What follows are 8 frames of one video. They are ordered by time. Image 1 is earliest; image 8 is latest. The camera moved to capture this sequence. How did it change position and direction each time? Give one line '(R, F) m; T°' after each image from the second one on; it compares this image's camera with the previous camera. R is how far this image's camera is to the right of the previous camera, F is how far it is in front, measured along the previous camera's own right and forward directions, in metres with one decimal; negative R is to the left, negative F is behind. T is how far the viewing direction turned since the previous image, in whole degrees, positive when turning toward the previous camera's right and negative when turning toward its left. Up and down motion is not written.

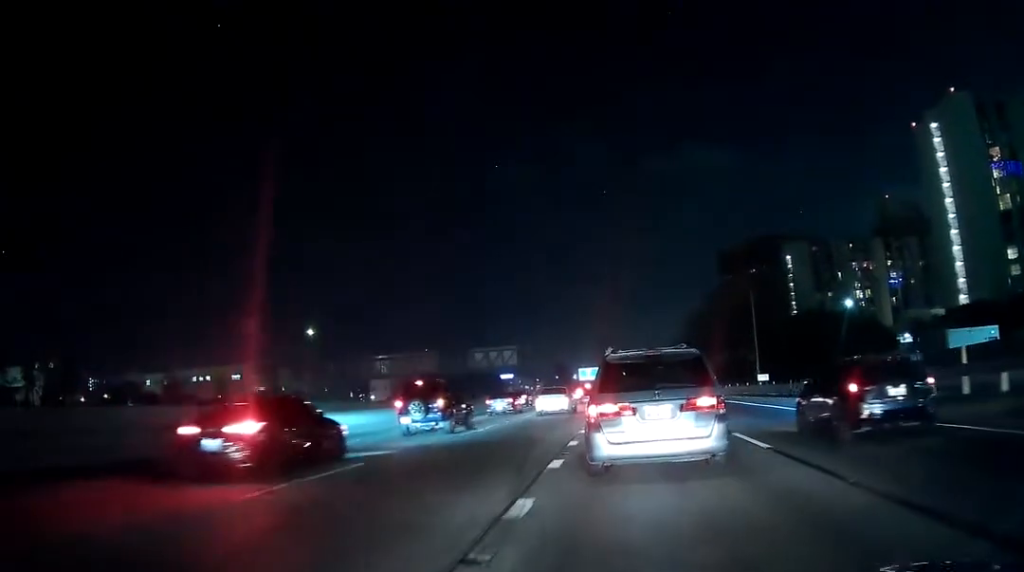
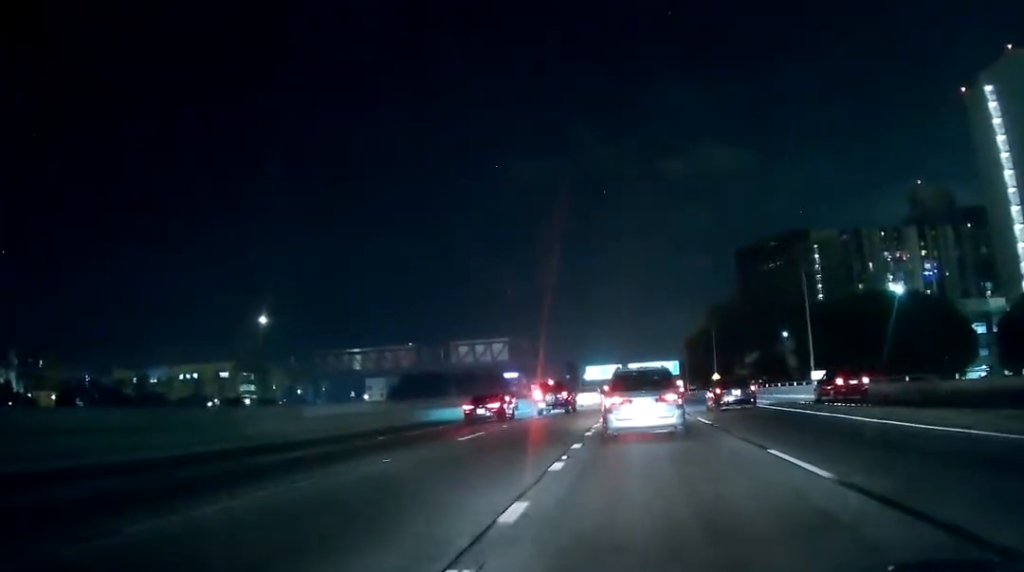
(-0.2, +20.3) m; -2°
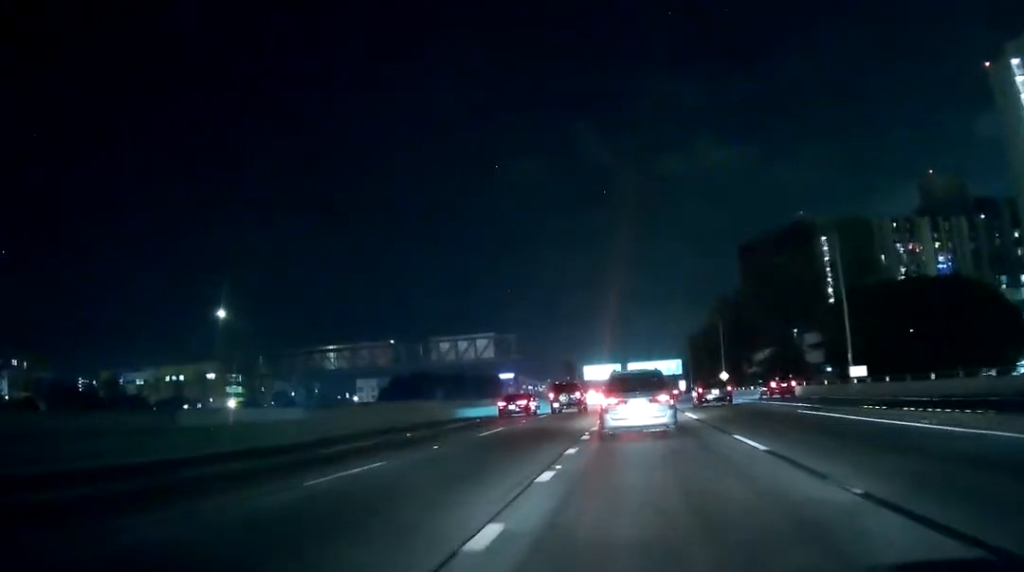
(0.0, +10.6) m; +2°
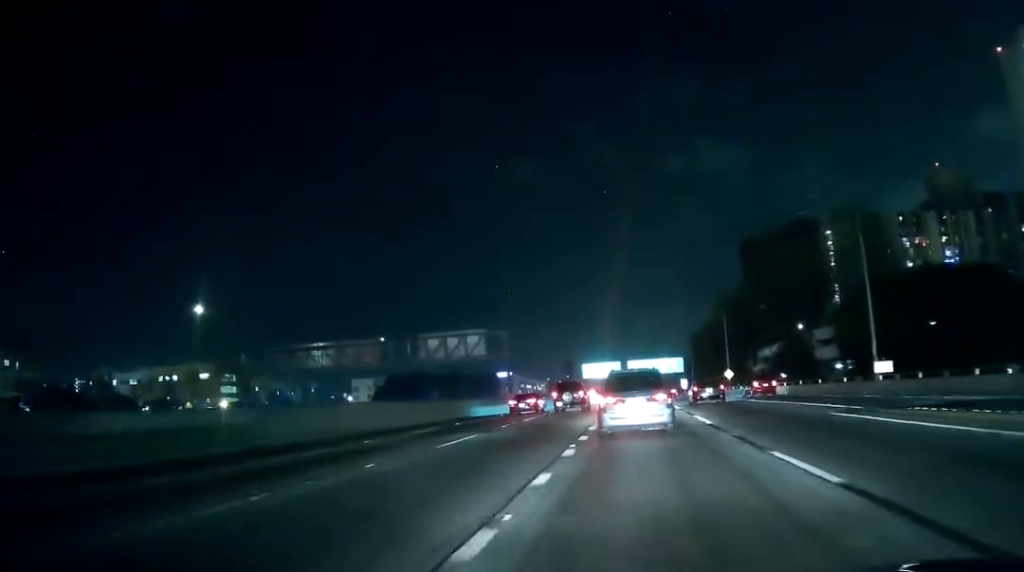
(+0.1, +5.0) m; +1°
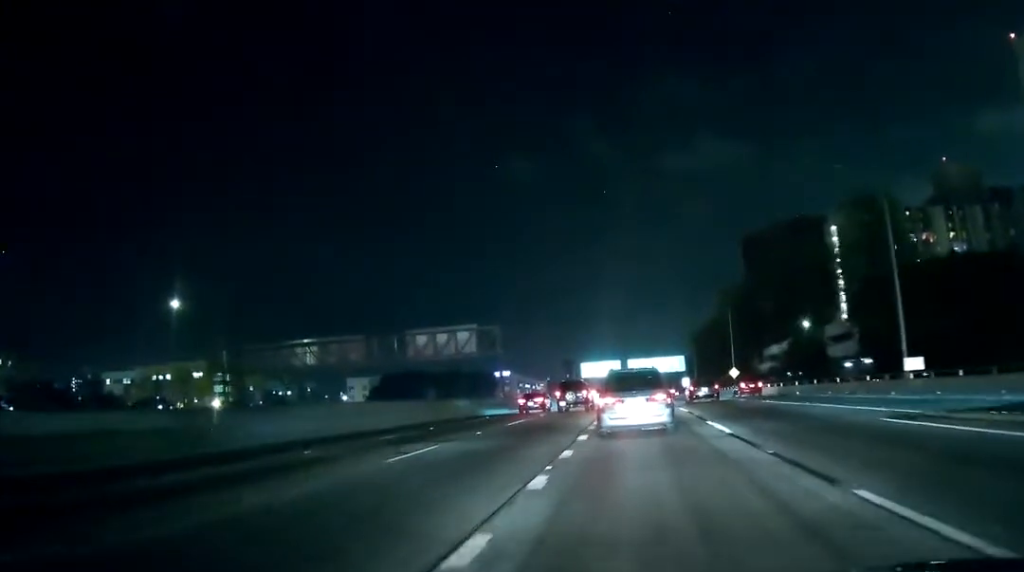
(+0.1, +5.2) m; +1°
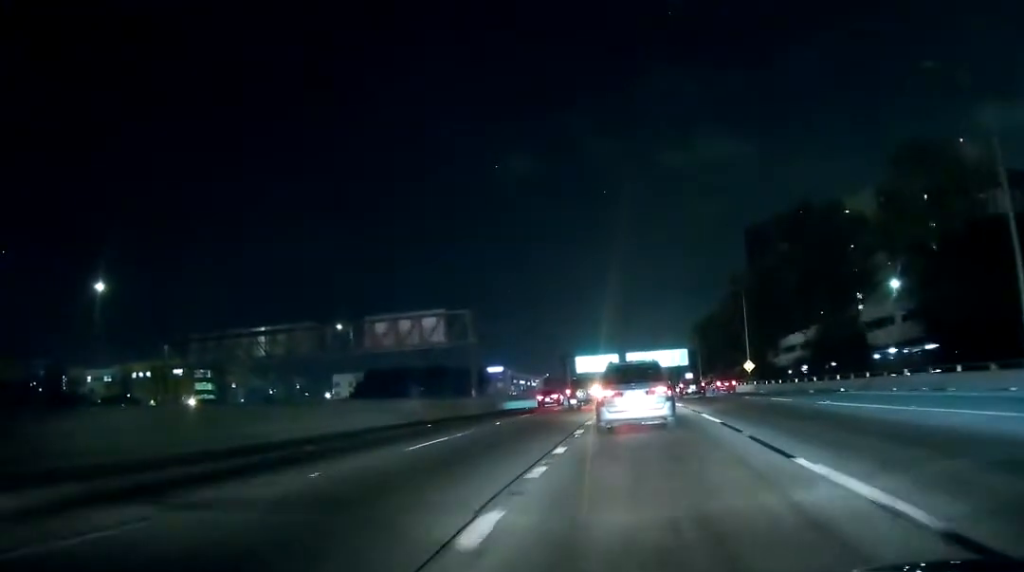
(0.0, +13.1) m; 0°
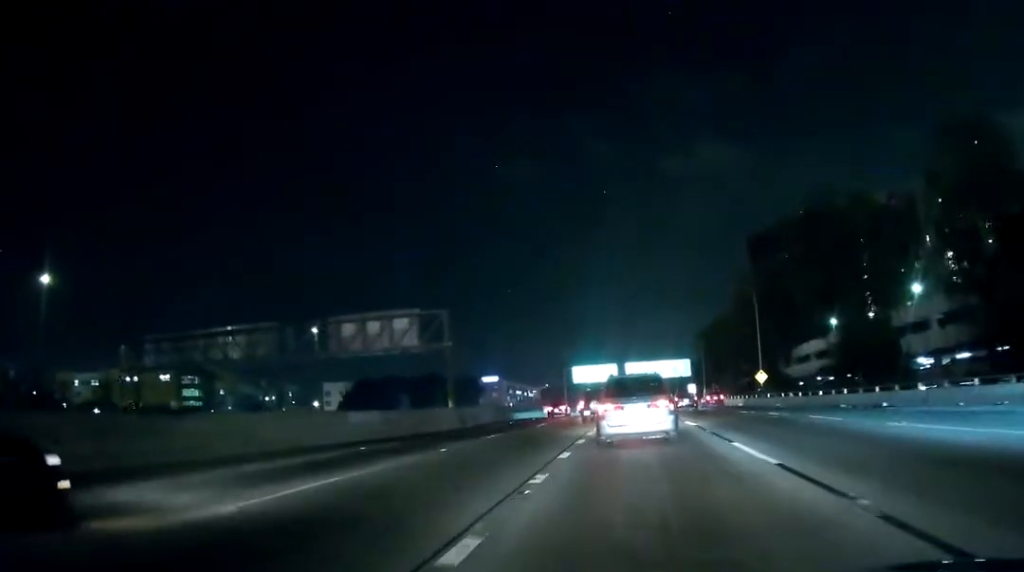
(-0.1, +8.4) m; 0°
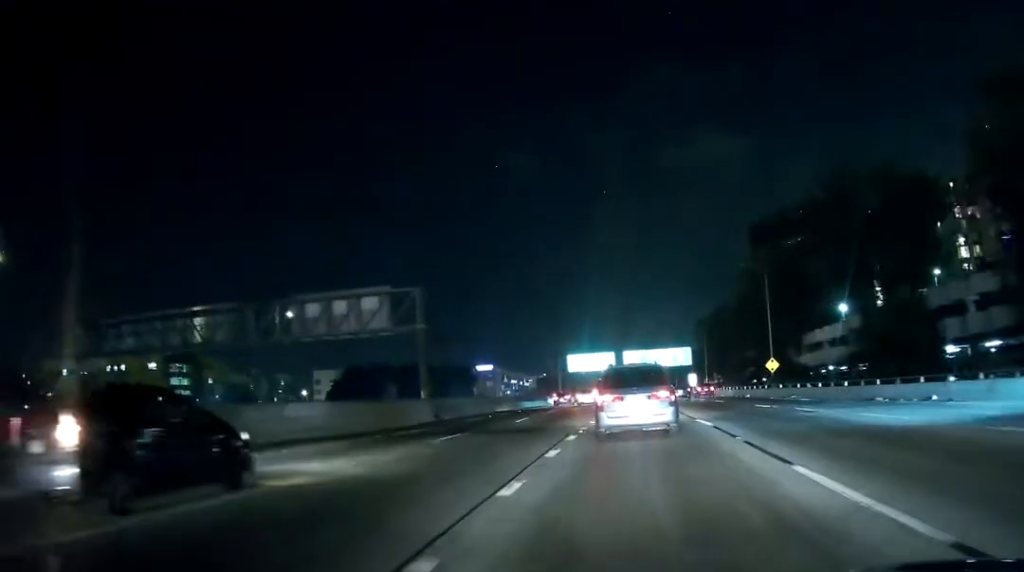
(0.0, +6.7) m; -1°
